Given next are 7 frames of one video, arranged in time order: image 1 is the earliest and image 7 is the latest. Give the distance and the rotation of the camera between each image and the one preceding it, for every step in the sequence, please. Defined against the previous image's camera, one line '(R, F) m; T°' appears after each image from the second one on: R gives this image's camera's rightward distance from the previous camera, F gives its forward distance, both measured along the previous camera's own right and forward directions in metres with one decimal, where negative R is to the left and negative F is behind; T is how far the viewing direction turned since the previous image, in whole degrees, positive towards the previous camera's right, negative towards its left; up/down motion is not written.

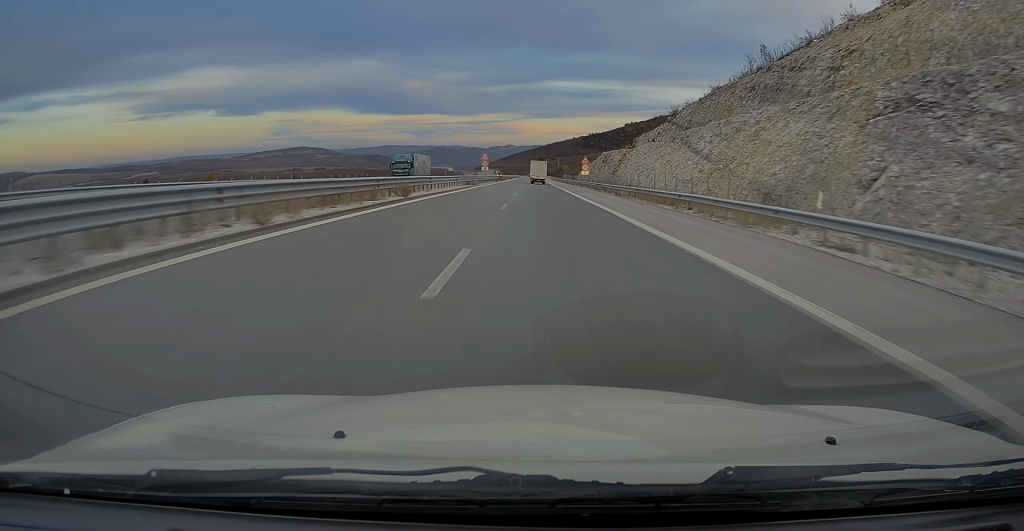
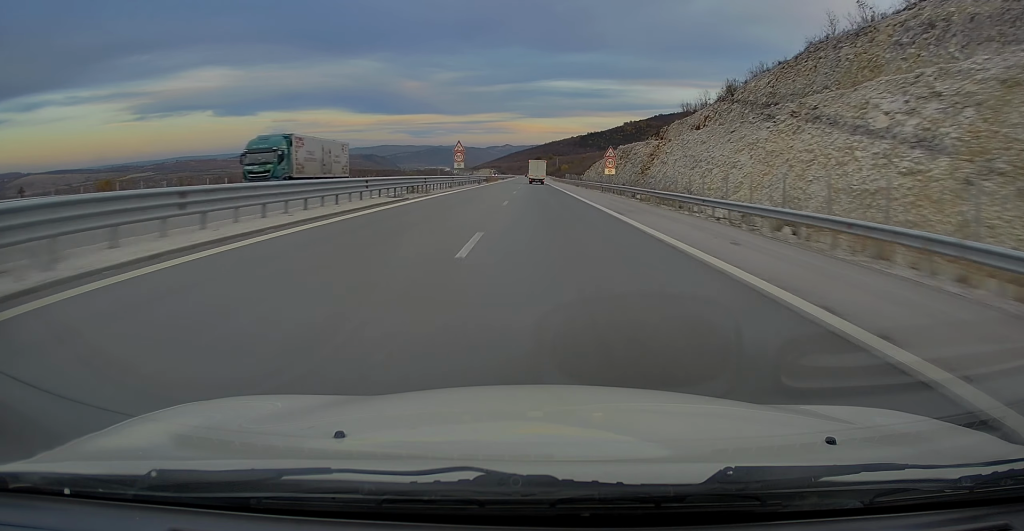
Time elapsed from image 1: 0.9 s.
(+0.1, +28.3) m; 0°
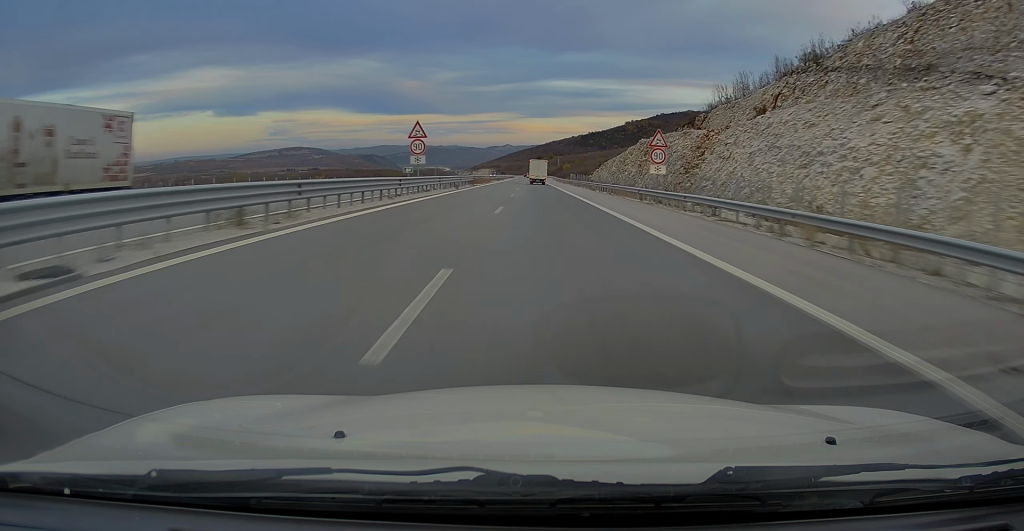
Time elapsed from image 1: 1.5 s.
(+0.2, +20.8) m; 0°
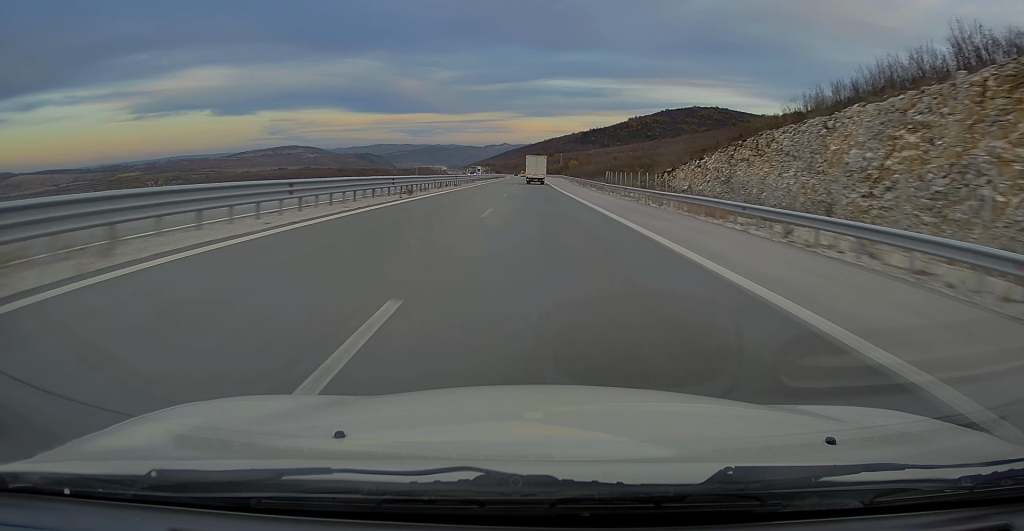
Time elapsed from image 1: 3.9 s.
(-0.2, +80.5) m; 0°
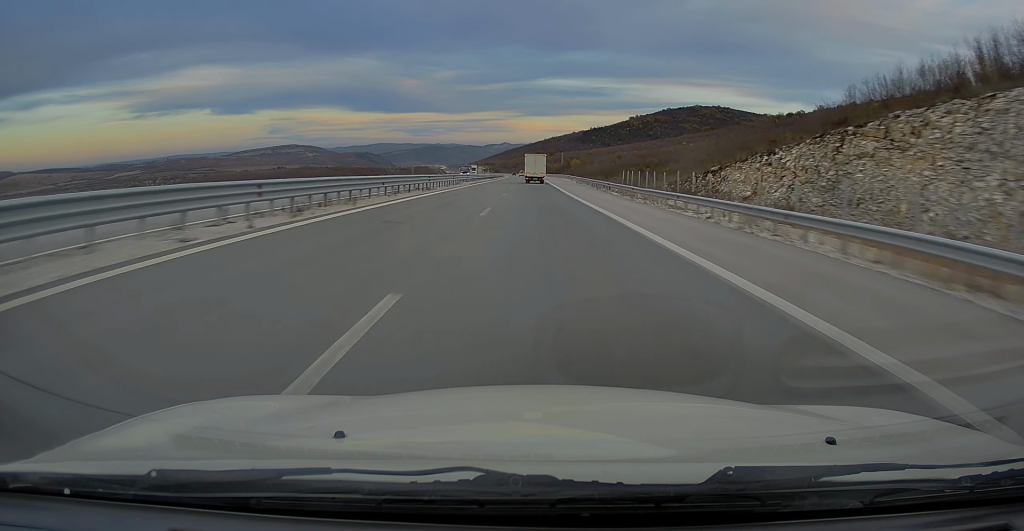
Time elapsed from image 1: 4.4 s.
(-0.1, +15.4) m; 0°
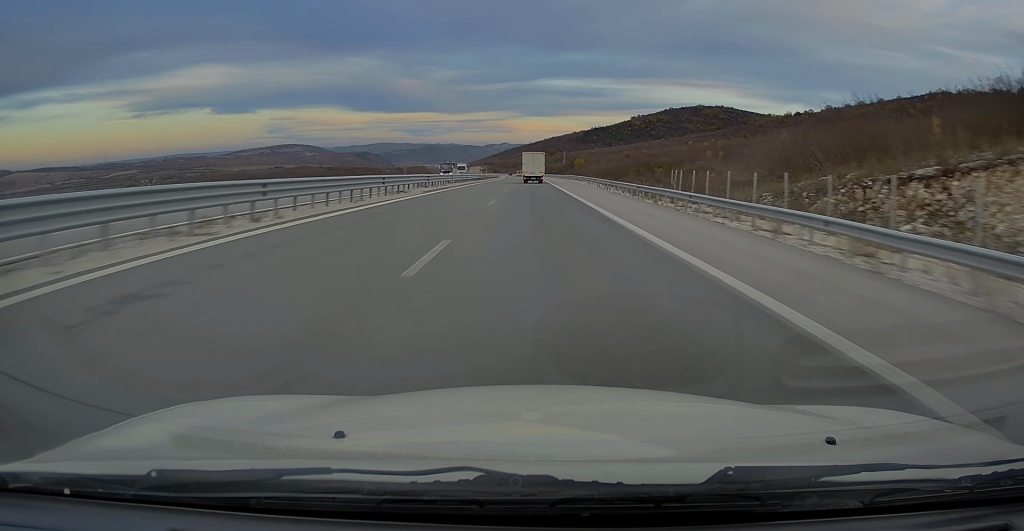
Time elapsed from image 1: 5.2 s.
(0.0, +26.5) m; +1°
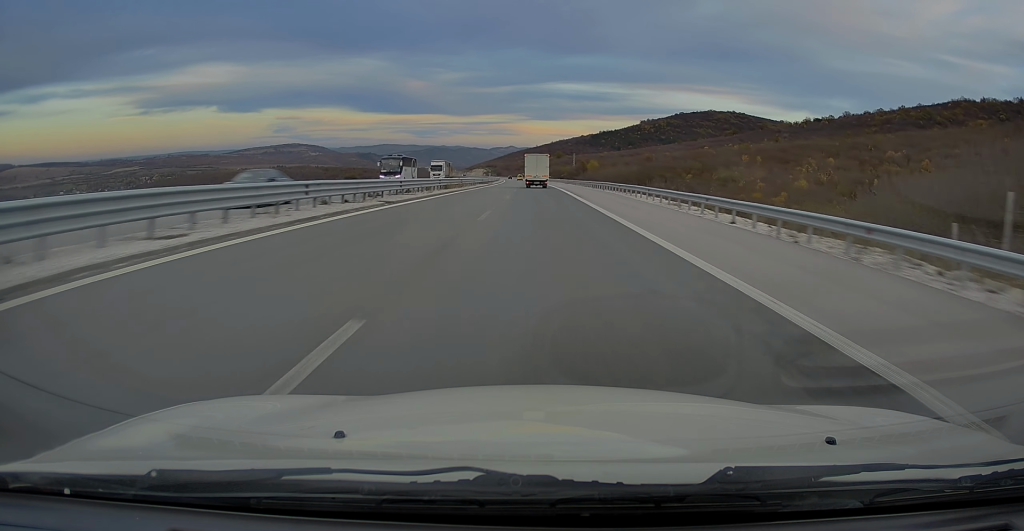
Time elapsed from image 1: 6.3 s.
(+0.4, +37.6) m; 0°
